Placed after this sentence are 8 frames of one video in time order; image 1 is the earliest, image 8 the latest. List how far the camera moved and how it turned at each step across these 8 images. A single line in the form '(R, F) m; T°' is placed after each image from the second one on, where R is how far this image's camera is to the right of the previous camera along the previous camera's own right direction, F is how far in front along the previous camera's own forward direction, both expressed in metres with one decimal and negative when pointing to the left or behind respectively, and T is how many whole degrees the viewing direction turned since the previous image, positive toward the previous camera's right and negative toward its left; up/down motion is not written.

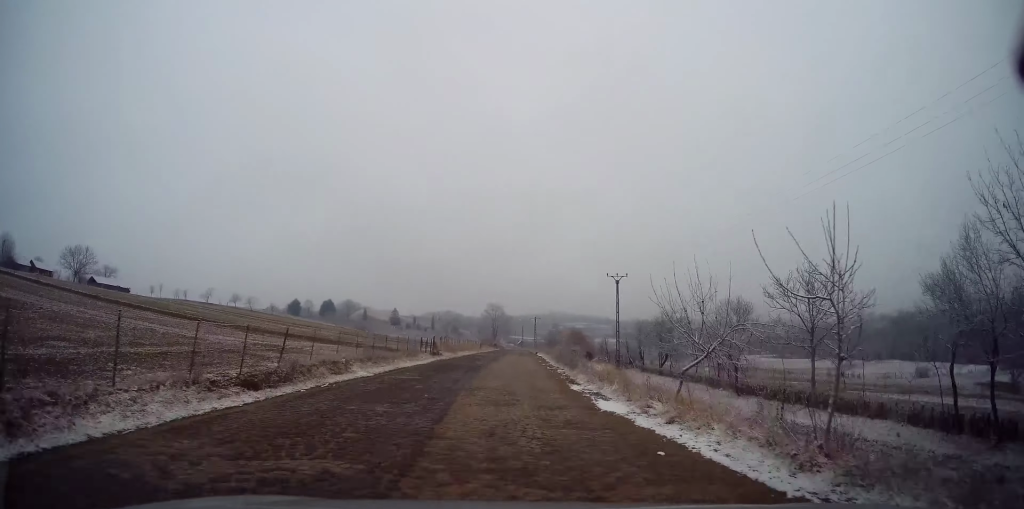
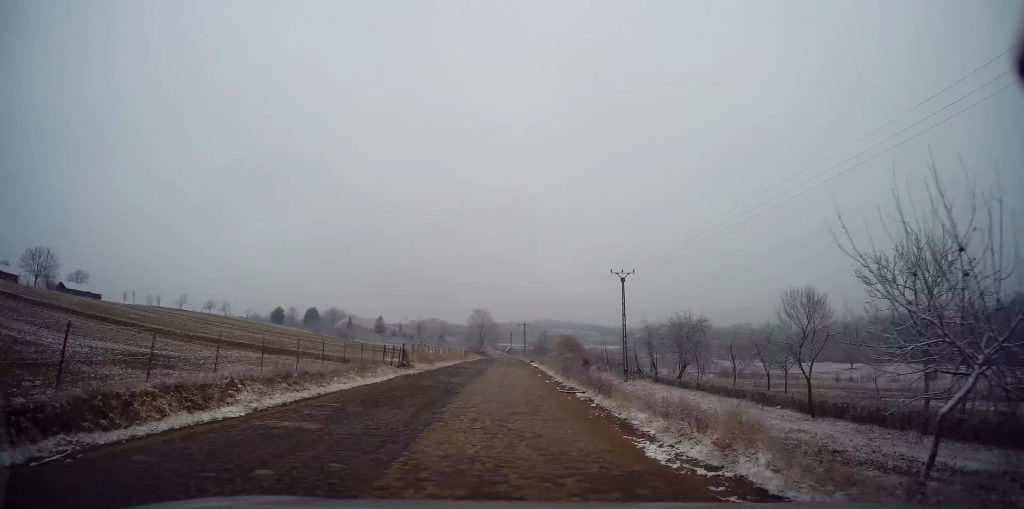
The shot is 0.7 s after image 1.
(0.0, +8.3) m; 0°
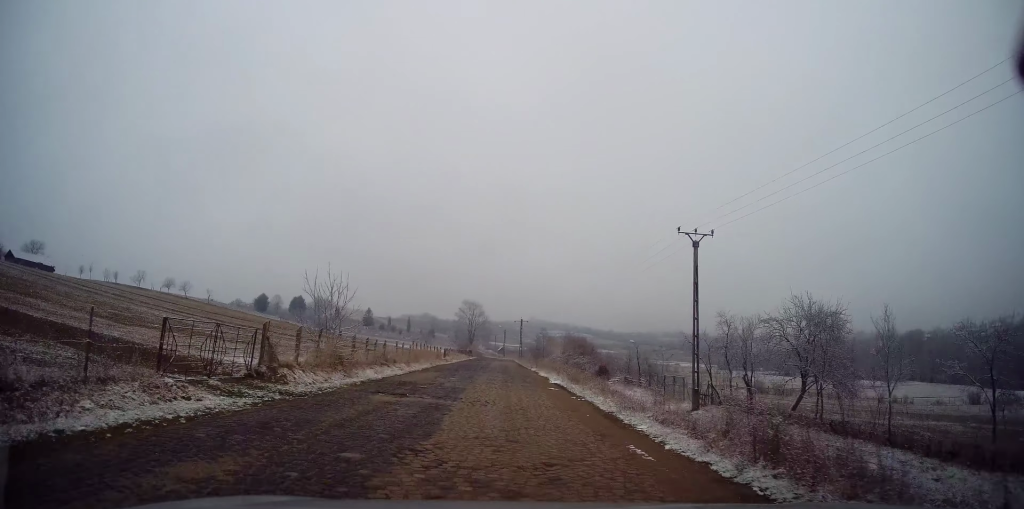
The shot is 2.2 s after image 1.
(+0.1, +19.3) m; +2°
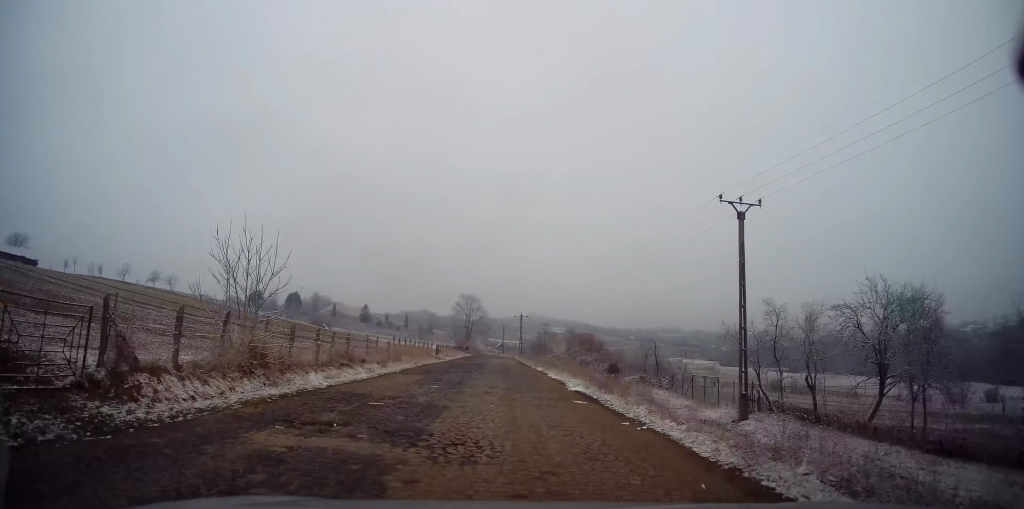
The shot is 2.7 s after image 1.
(+0.3, +6.3) m; +1°
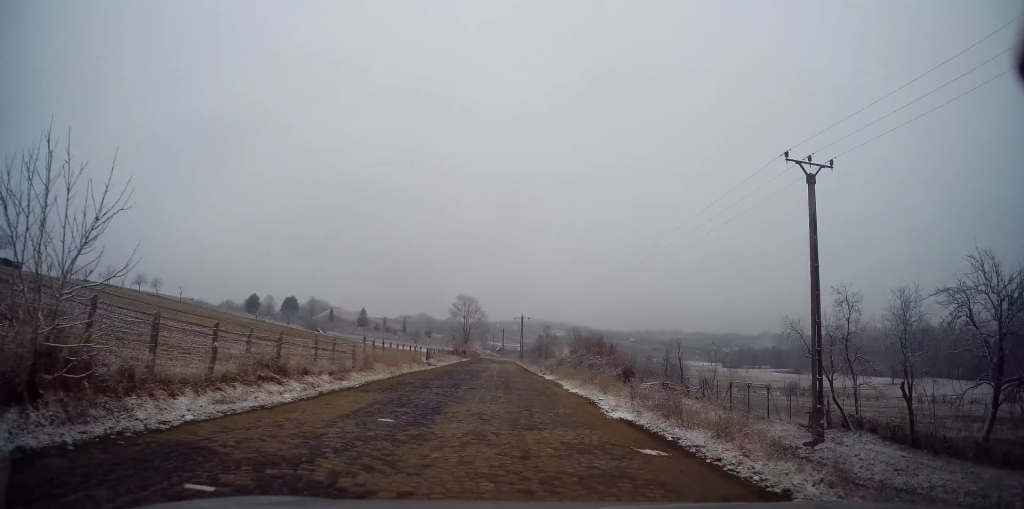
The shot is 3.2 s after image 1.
(0.0, +6.3) m; 0°
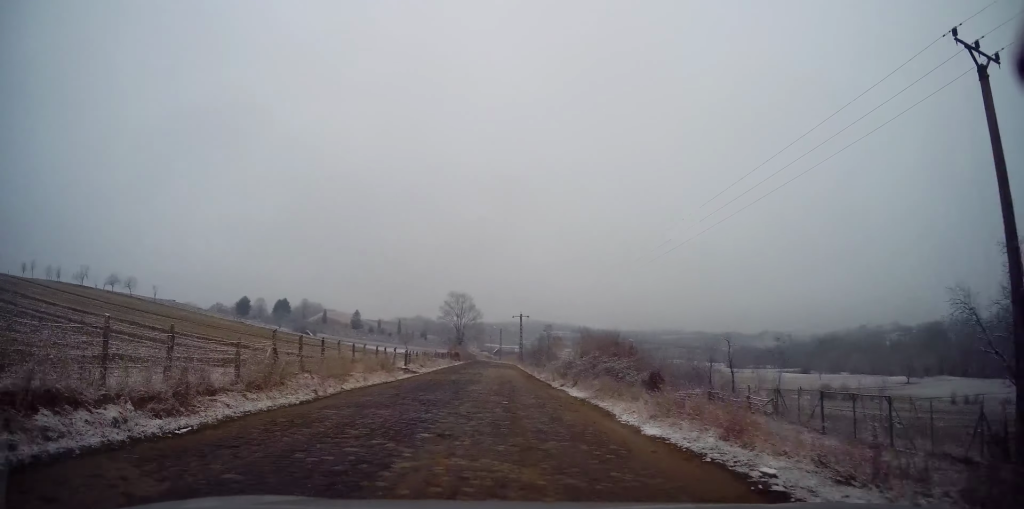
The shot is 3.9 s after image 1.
(-0.3, +9.3) m; 0°
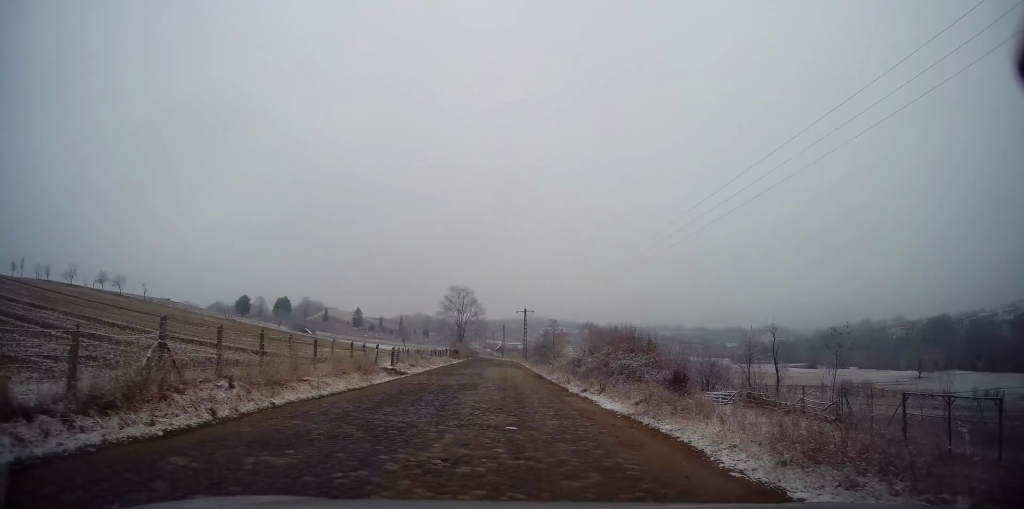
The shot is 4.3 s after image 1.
(+0.1, +5.0) m; 0°
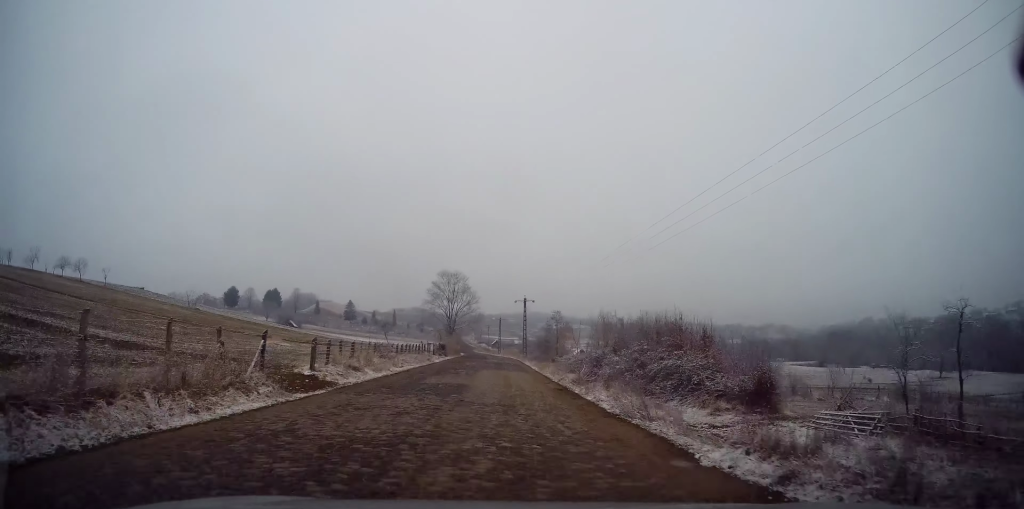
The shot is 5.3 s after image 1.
(+0.1, +12.1) m; 0°
